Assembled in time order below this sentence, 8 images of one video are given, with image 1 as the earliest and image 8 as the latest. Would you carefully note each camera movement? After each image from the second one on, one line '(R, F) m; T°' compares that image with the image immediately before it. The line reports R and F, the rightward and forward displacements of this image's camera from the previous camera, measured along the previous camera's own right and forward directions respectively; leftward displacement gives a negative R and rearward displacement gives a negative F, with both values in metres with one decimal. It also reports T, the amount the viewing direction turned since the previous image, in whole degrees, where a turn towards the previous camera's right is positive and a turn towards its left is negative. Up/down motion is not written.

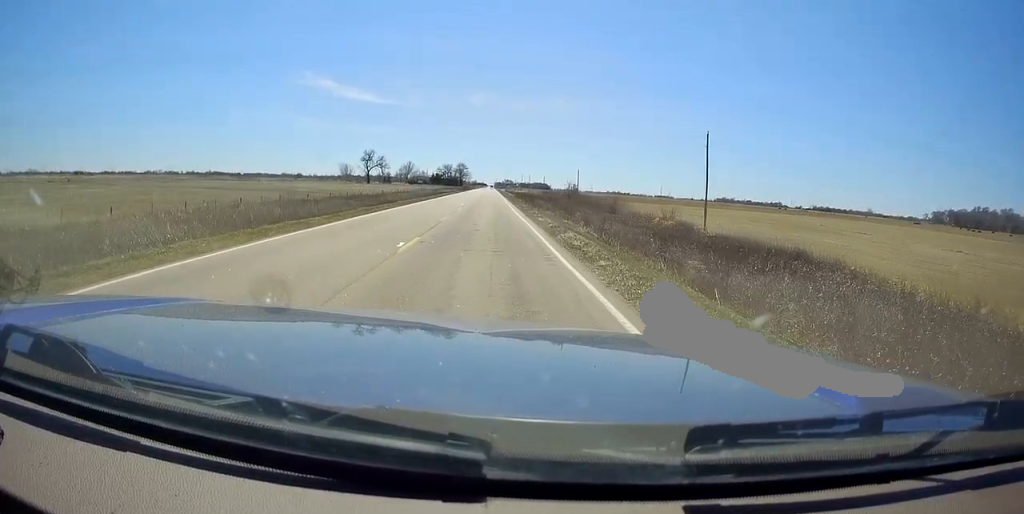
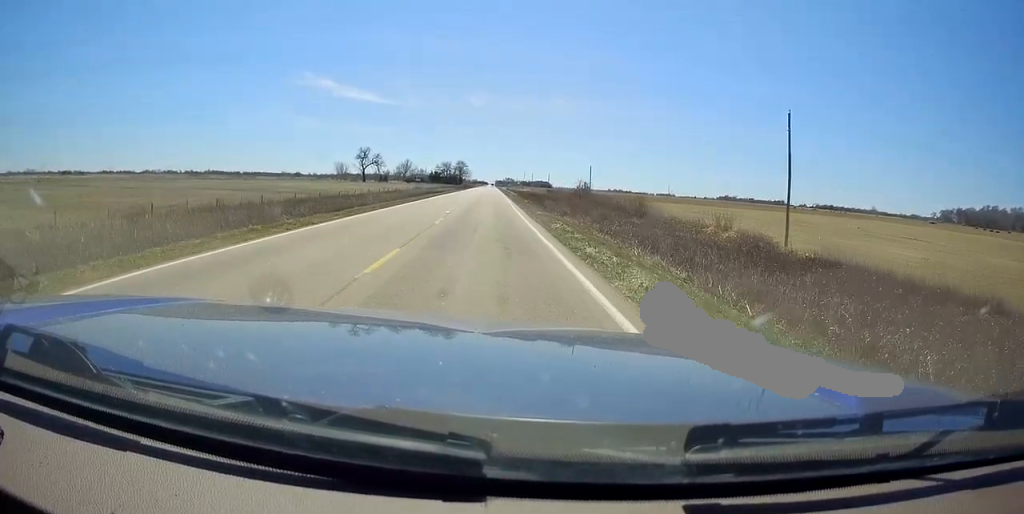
(+0.1, +15.0) m; 0°
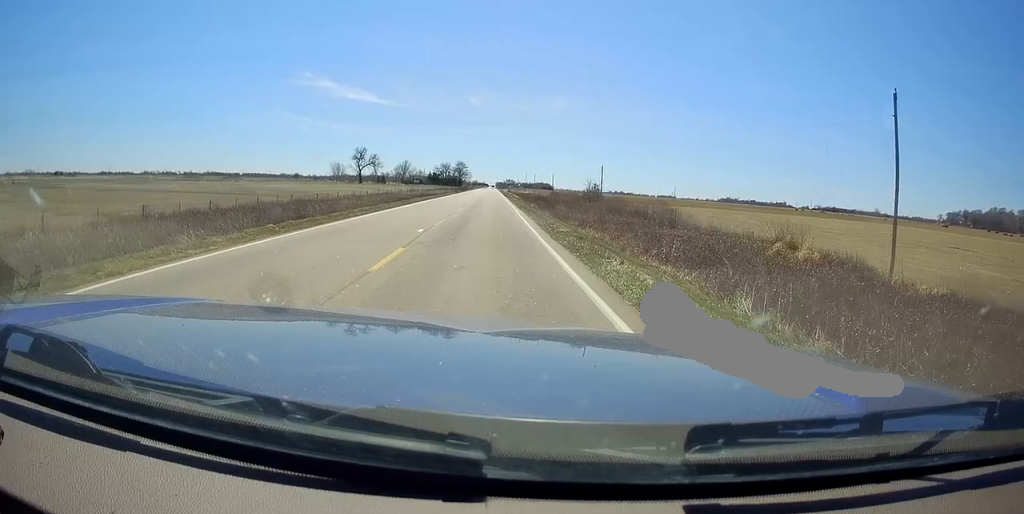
(0.0, +11.2) m; 0°
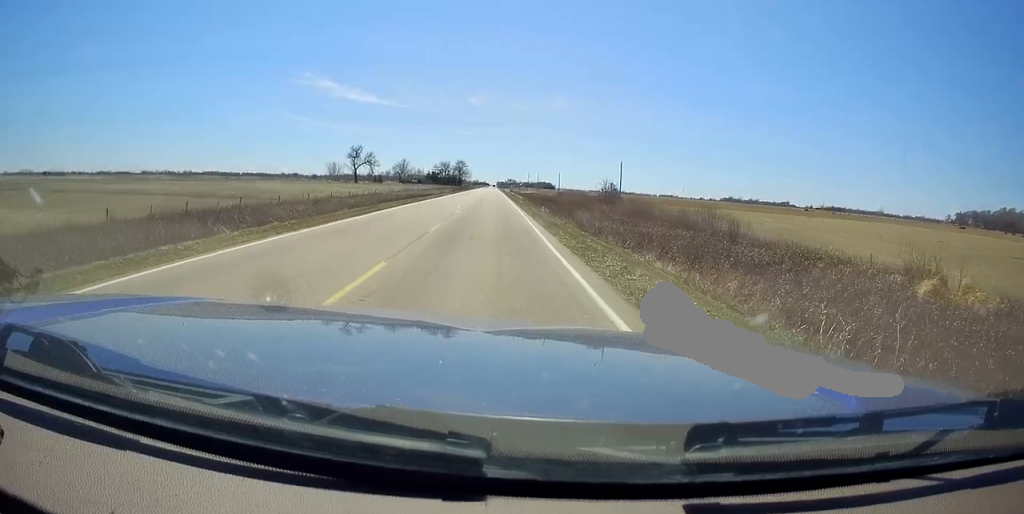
(0.0, +14.1) m; 0°
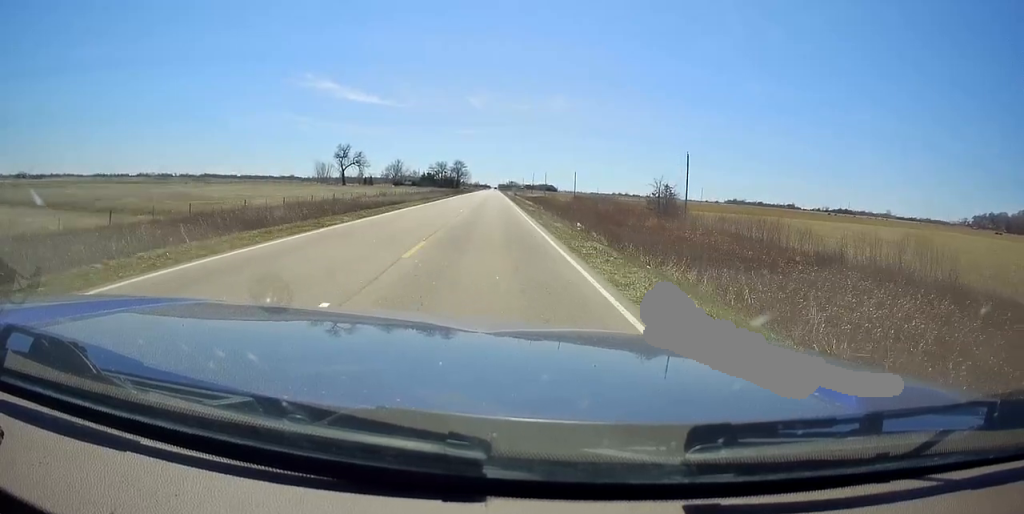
(-0.5, +29.5) m; -1°
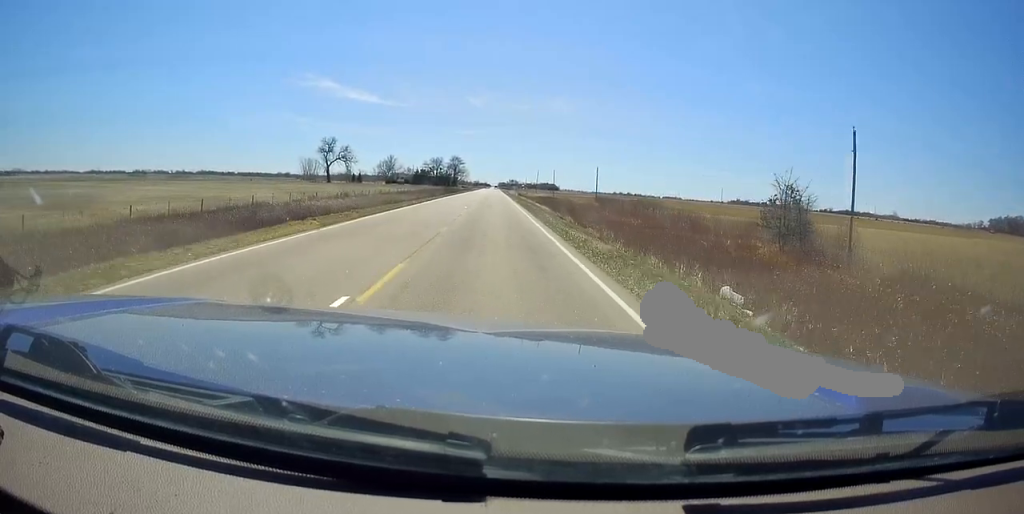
(0.0, +28.2) m; +1°
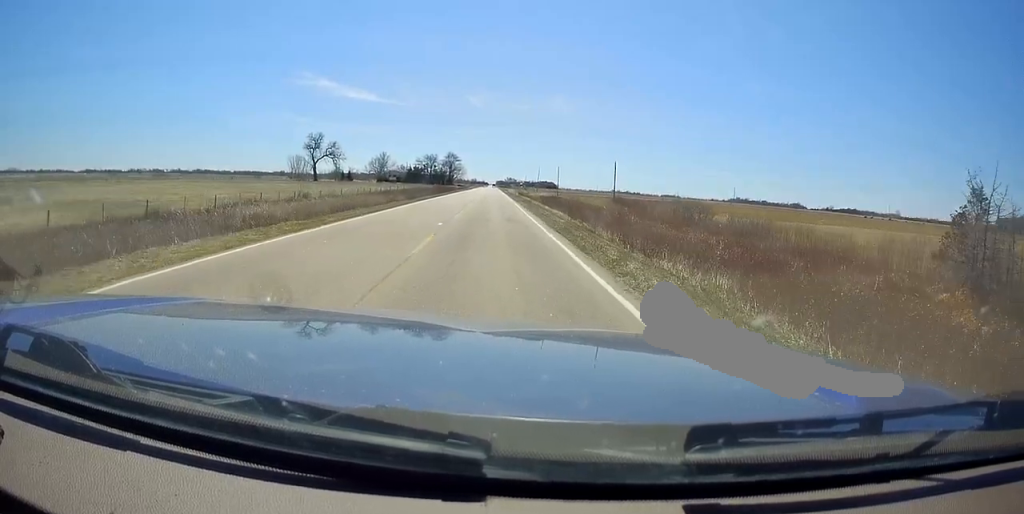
(+0.3, +17.4) m; +1°
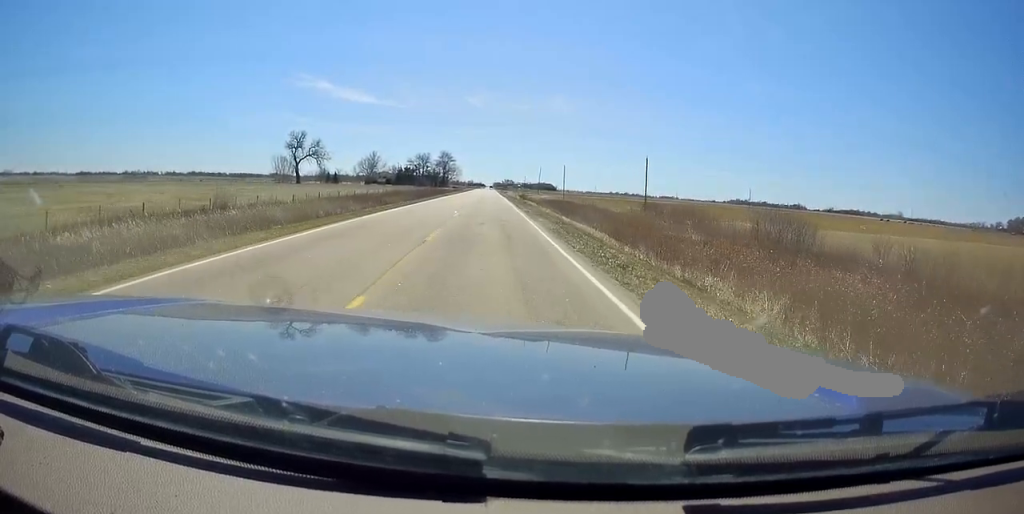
(0.0, +19.9) m; 0°
